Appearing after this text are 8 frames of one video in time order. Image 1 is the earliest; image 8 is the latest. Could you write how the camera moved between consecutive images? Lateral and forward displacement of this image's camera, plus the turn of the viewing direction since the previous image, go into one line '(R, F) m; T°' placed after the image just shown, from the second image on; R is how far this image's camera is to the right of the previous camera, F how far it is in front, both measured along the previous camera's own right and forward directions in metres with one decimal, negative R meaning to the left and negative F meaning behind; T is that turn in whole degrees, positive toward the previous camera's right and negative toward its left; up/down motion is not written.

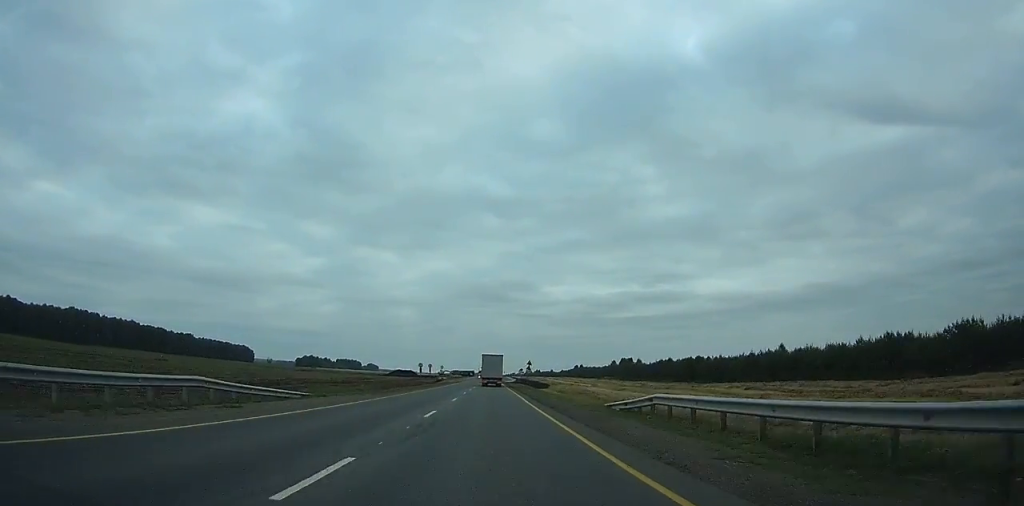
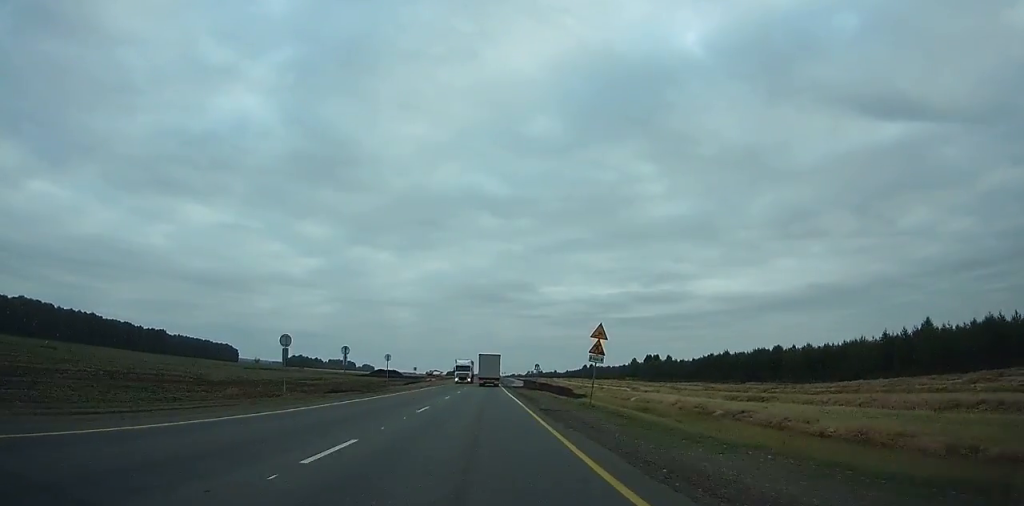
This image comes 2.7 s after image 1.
(+0.3, +58.3) m; 0°
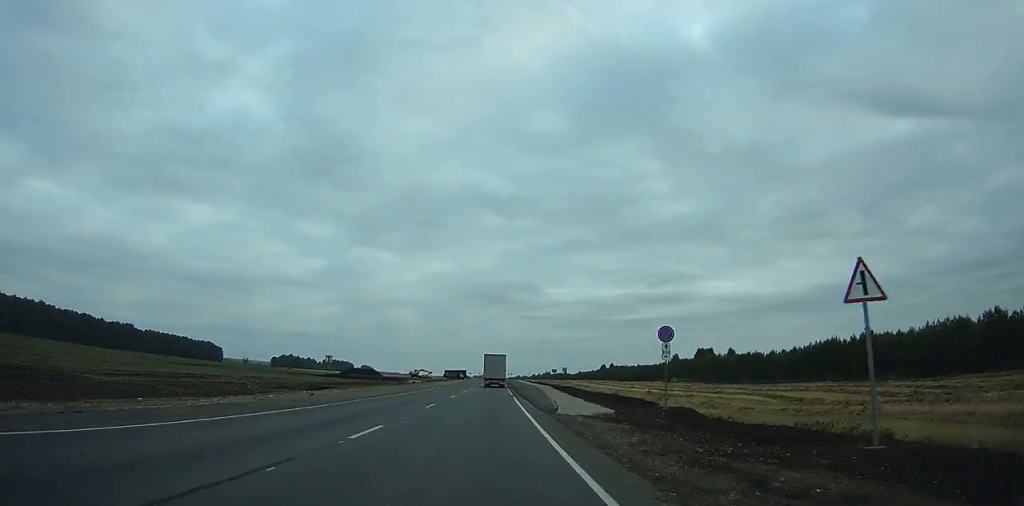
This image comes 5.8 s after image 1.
(+0.2, +67.1) m; 0°
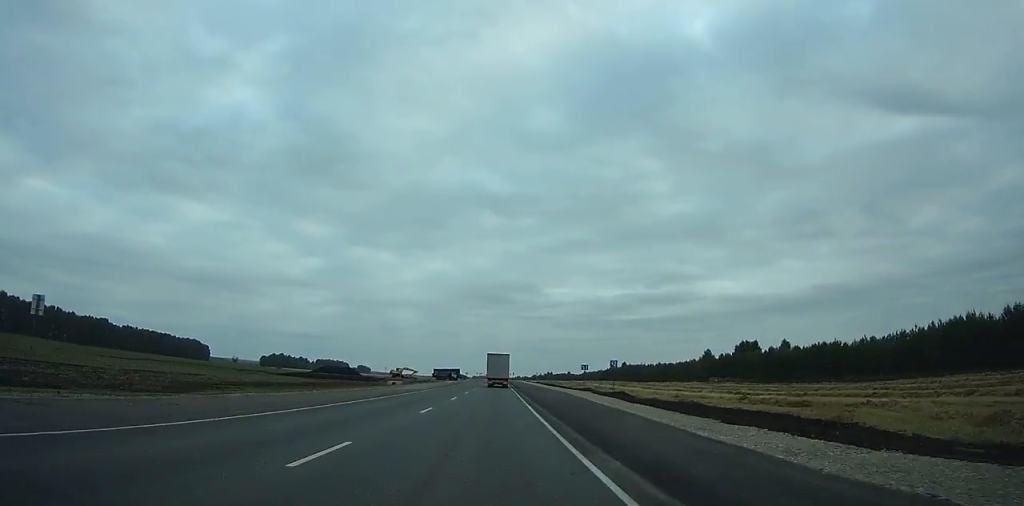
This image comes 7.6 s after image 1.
(0.0, +39.2) m; 0°
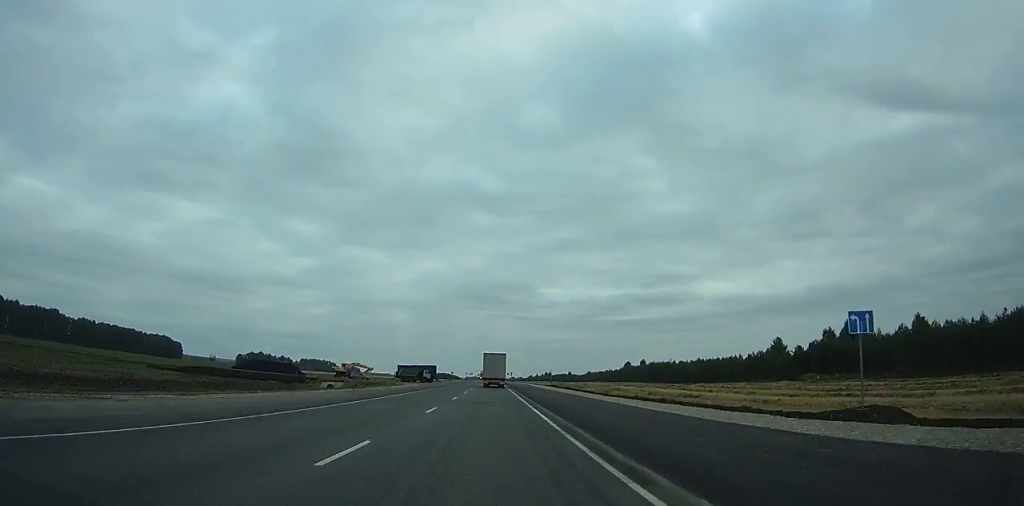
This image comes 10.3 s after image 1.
(0.0, +59.1) m; 0°
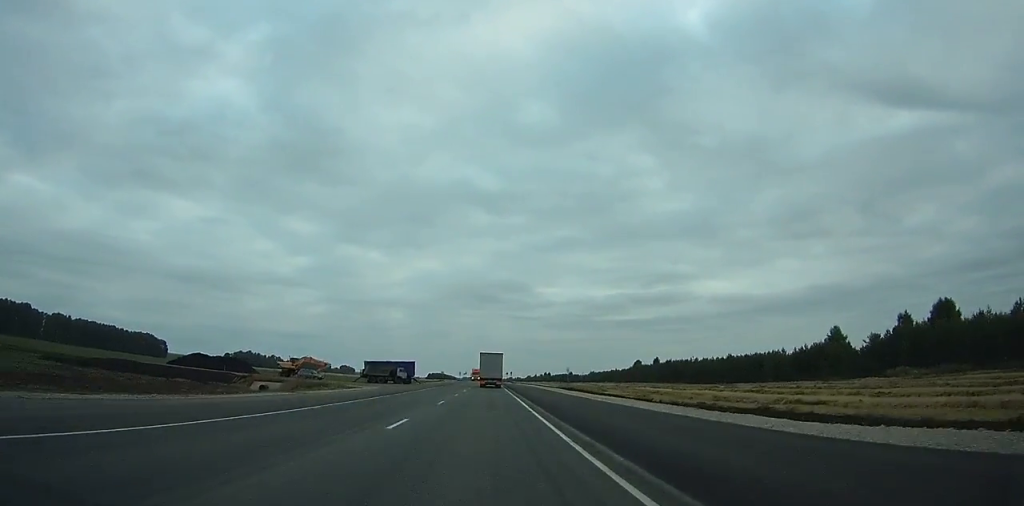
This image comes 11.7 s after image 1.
(+0.1, +30.7) m; 0°
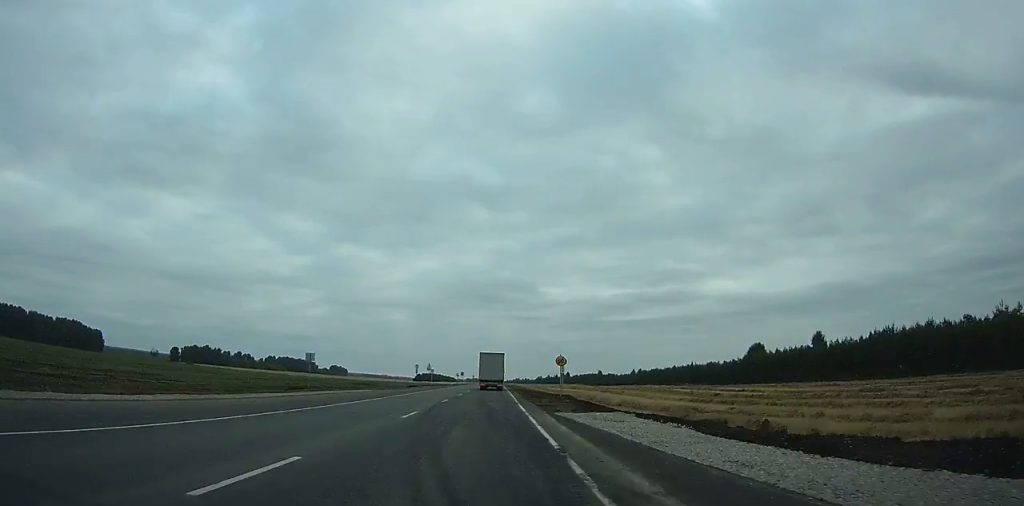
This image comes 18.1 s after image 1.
(-0.2, +139.6) m; 0°
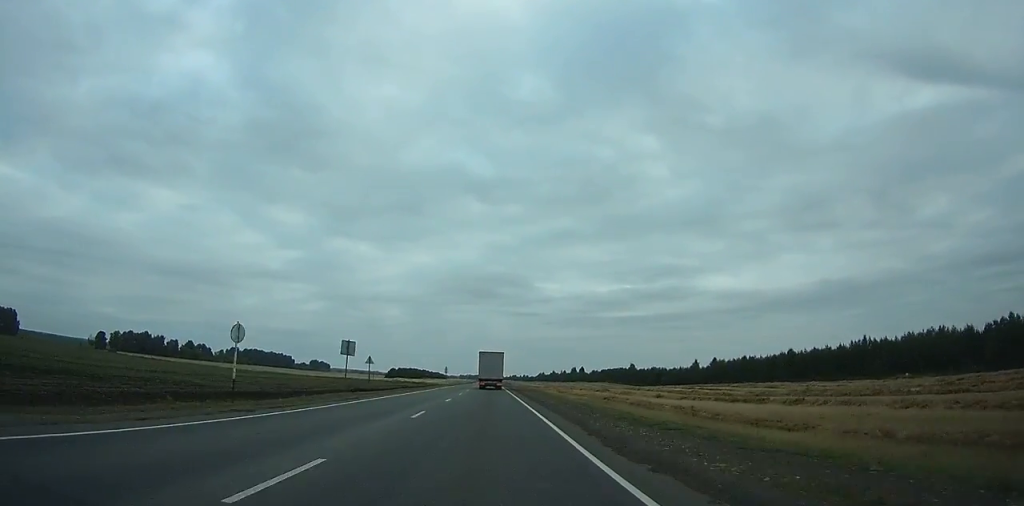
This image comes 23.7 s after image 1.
(+0.5, +120.7) m; 0°
